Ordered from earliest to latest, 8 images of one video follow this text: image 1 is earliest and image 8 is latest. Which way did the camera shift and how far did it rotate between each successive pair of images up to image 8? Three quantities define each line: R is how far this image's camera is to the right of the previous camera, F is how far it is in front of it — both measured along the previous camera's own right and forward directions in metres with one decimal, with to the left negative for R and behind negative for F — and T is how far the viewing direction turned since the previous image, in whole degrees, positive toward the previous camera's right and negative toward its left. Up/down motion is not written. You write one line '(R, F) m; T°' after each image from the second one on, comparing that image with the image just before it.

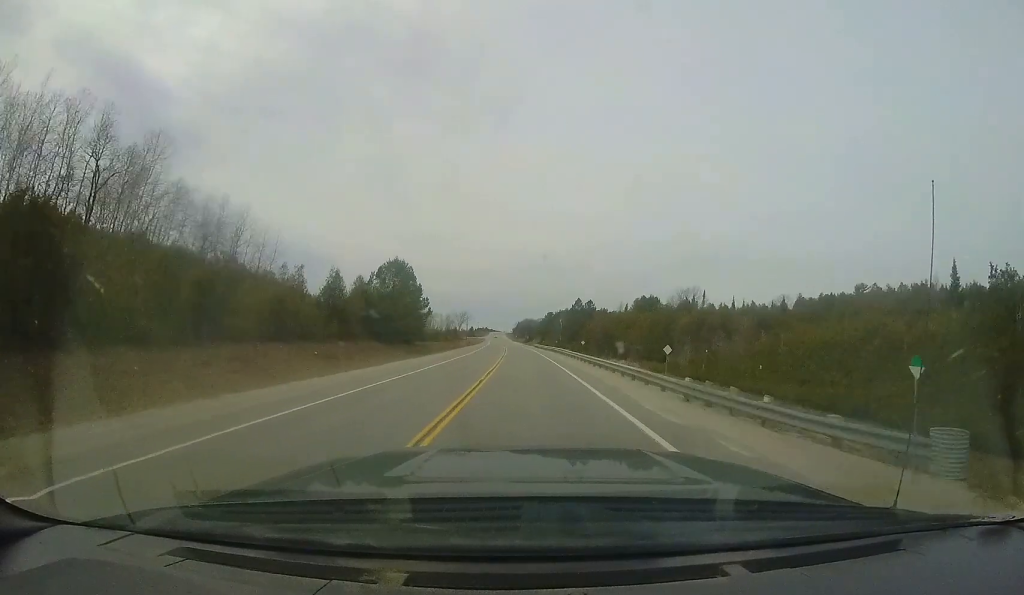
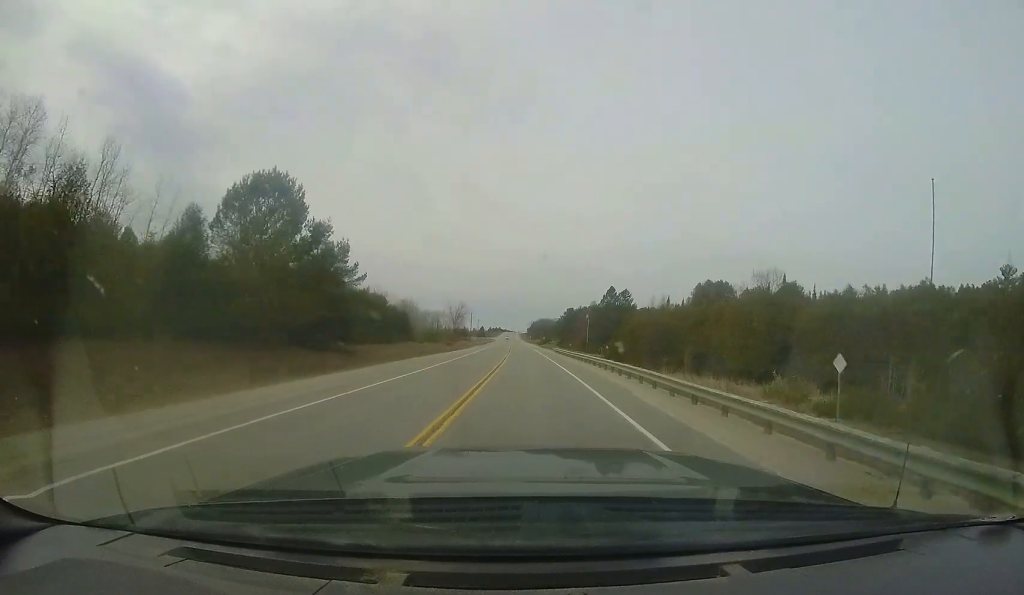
(-0.8, +26.7) m; -3°
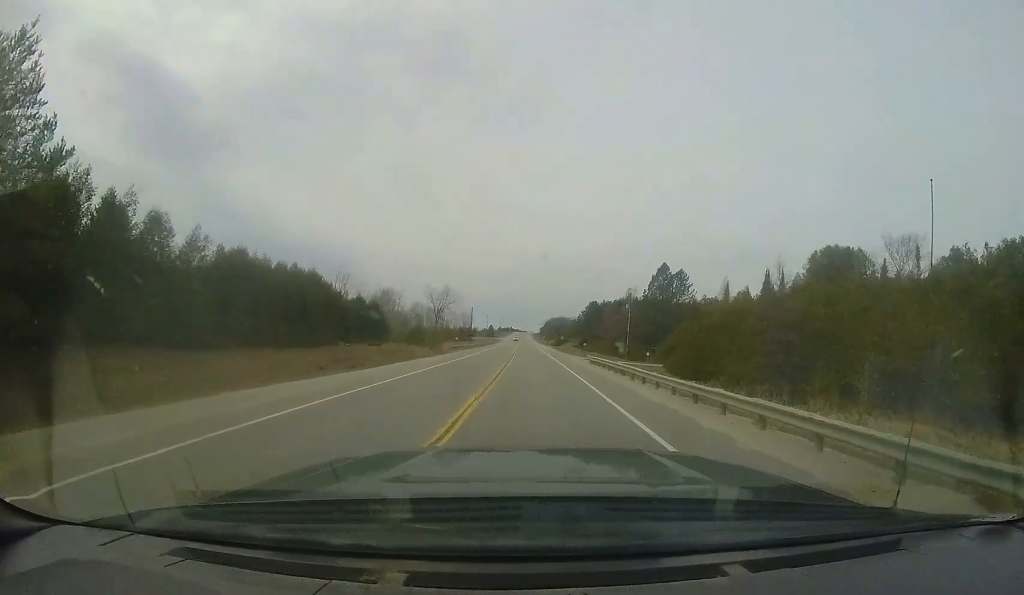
(-0.7, +25.8) m; -2°
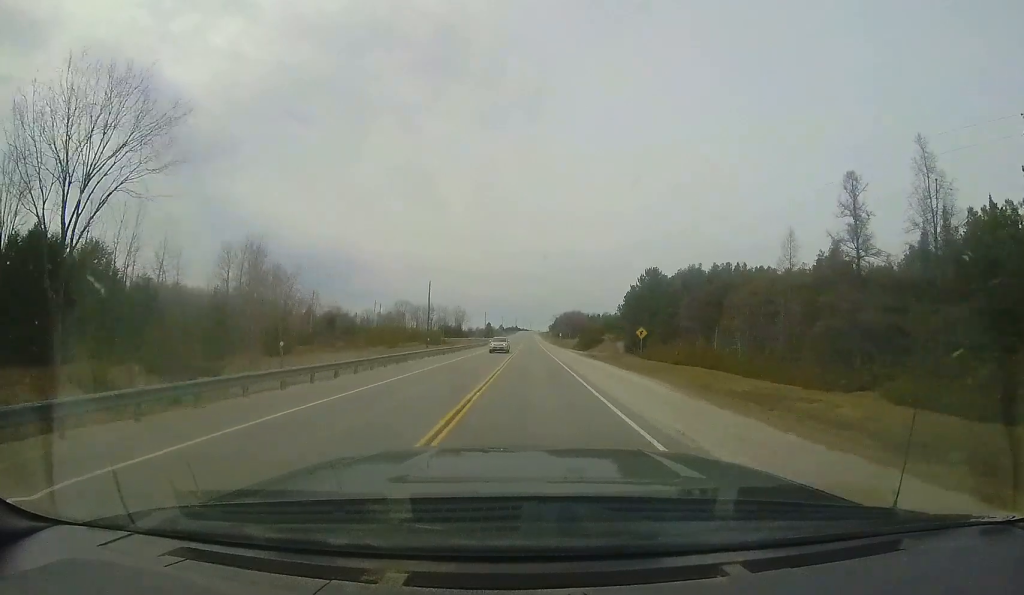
(-0.5, +52.3) m; -1°
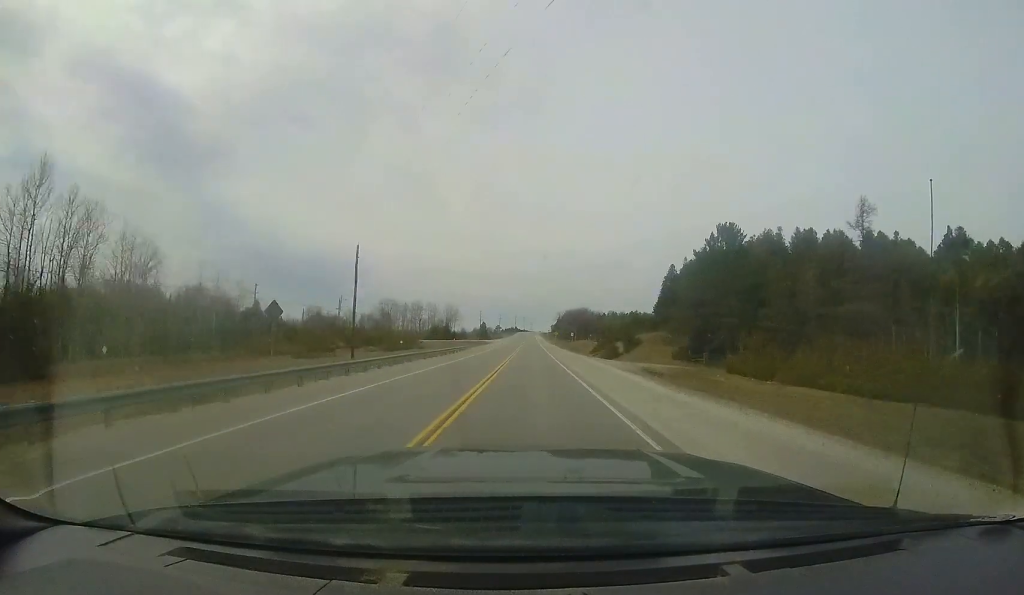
(-0.3, +25.5) m; 0°
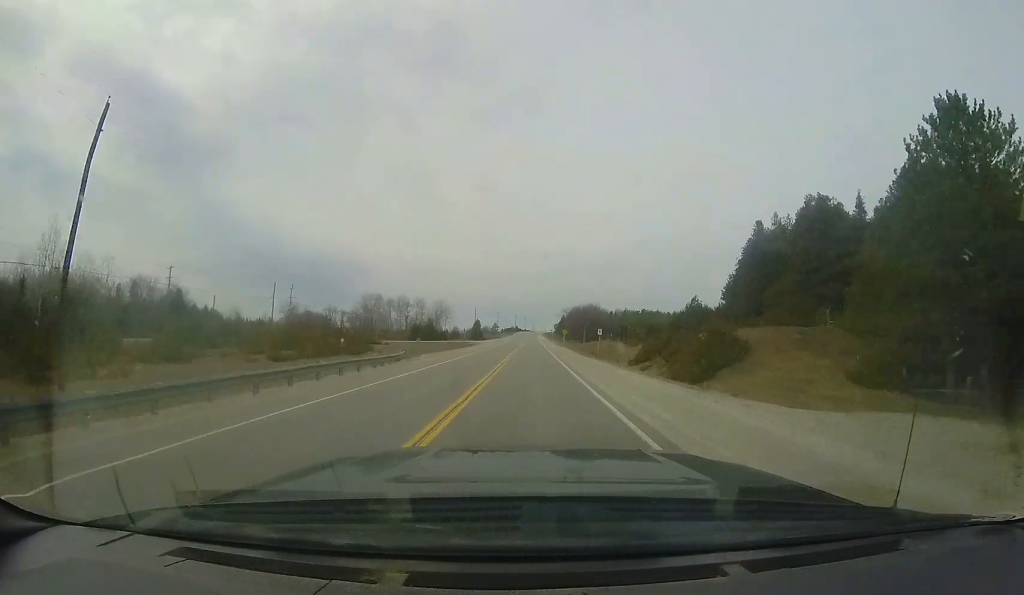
(+0.4, +25.5) m; 0°
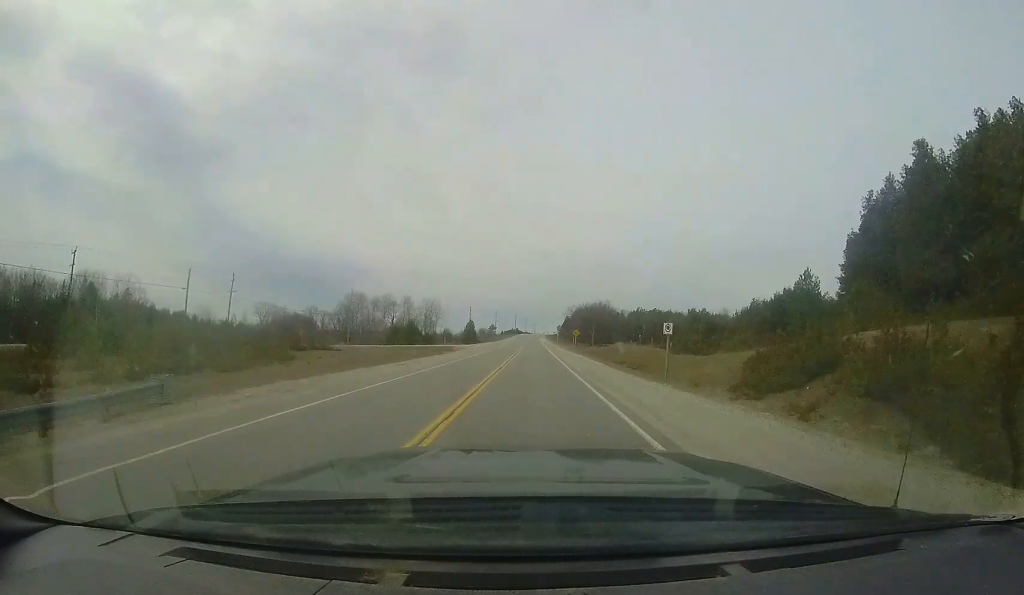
(-0.4, +20.1) m; -1°
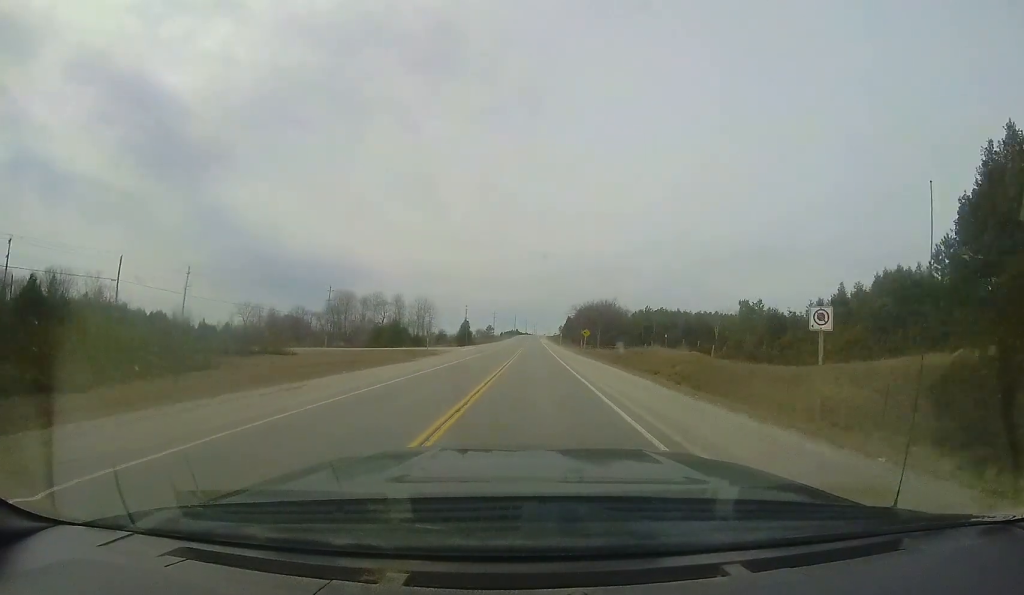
(0.0, +11.3) m; 0°
